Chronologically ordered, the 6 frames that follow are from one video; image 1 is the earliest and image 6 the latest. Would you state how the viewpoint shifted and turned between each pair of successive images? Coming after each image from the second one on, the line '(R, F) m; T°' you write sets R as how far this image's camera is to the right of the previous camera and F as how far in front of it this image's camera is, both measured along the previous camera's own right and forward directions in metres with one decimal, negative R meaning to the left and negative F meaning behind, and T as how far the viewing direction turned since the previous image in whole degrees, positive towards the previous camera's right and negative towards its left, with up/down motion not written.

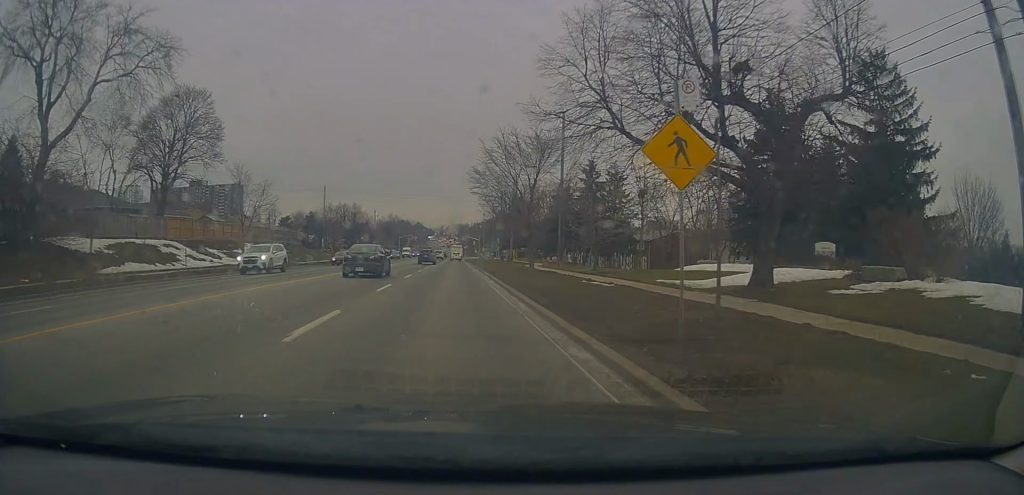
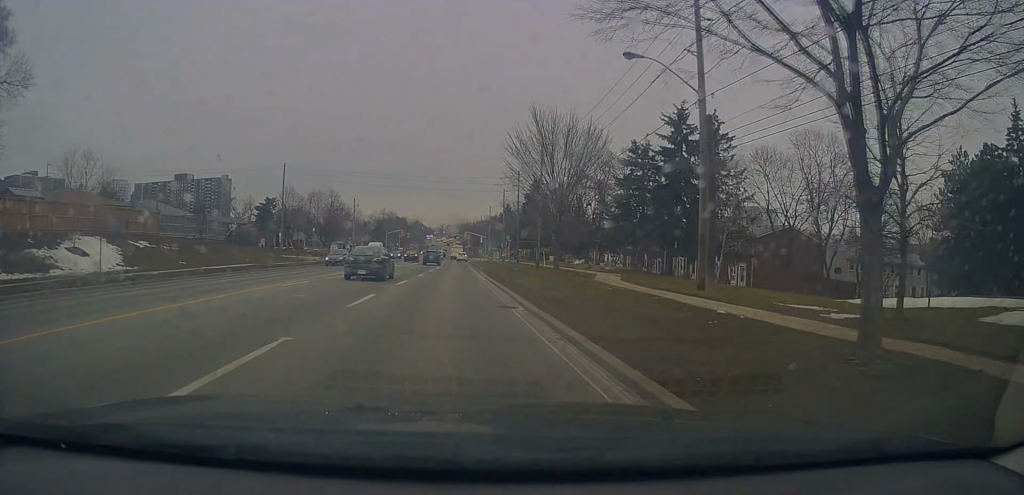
(0.0, +25.2) m; 0°
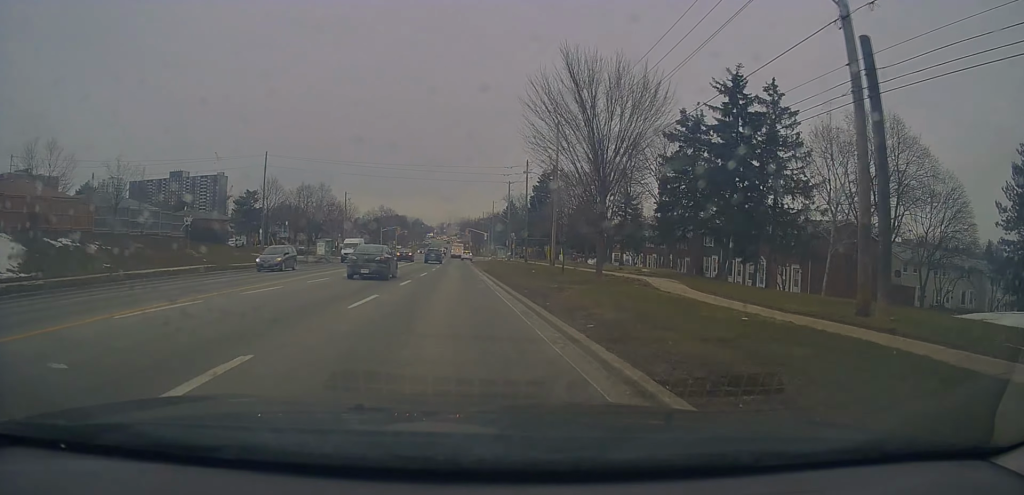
(-0.1, +9.0) m; +1°
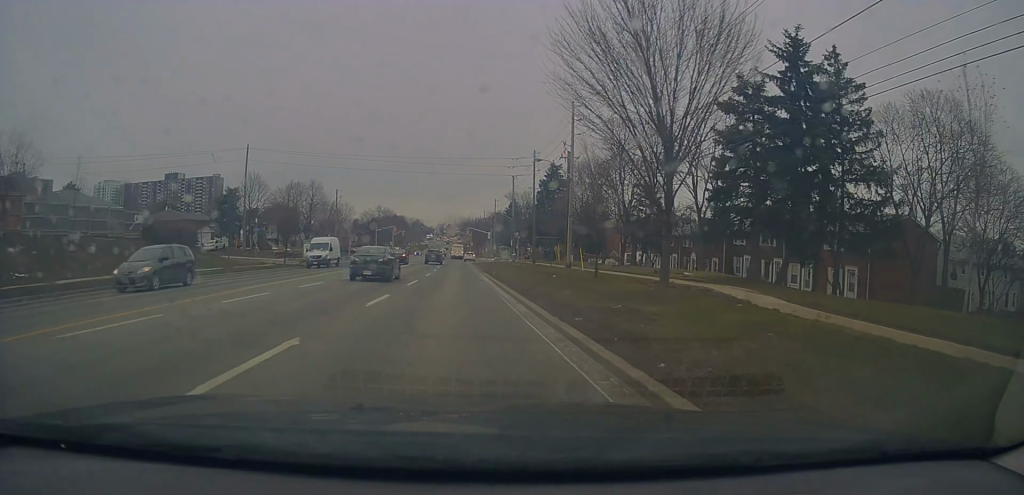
(+0.2, +7.4) m; 0°
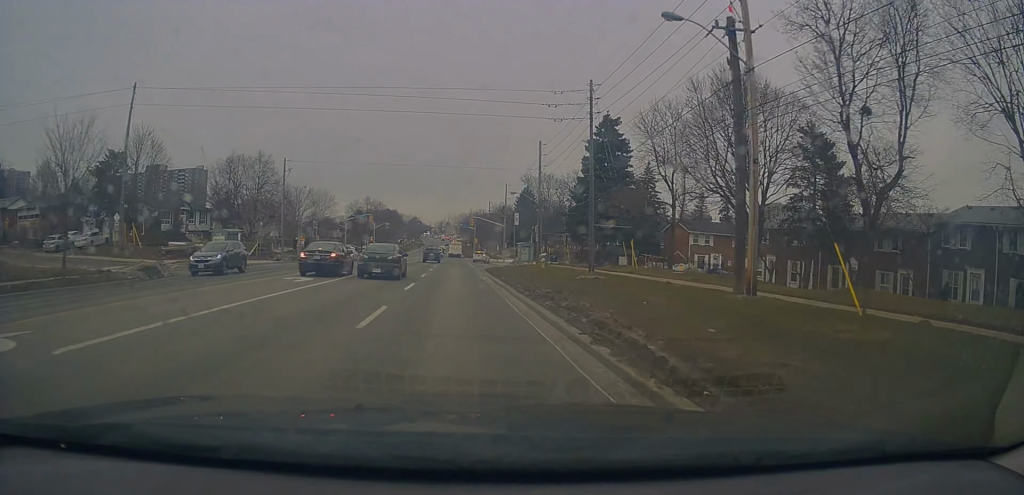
(-0.1, +29.6) m; -1°
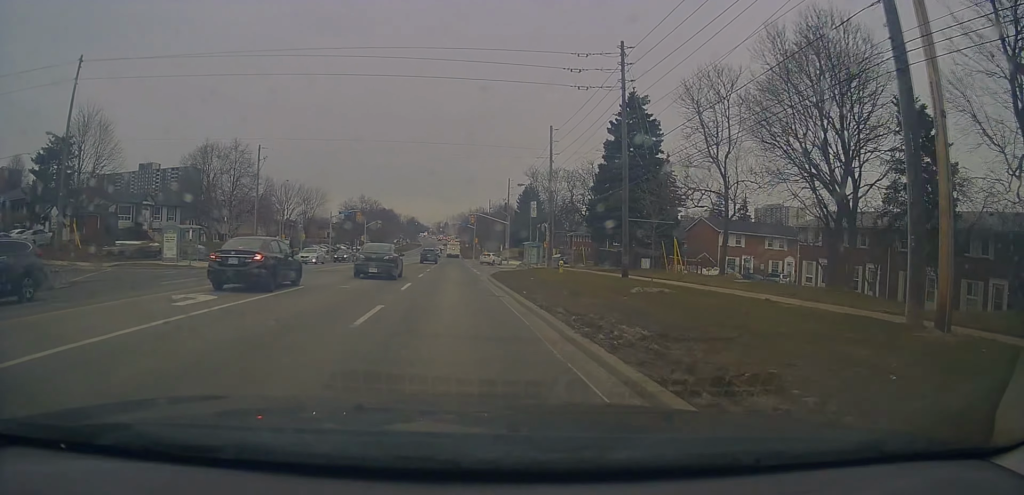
(+0.3, +8.9) m; -1°
